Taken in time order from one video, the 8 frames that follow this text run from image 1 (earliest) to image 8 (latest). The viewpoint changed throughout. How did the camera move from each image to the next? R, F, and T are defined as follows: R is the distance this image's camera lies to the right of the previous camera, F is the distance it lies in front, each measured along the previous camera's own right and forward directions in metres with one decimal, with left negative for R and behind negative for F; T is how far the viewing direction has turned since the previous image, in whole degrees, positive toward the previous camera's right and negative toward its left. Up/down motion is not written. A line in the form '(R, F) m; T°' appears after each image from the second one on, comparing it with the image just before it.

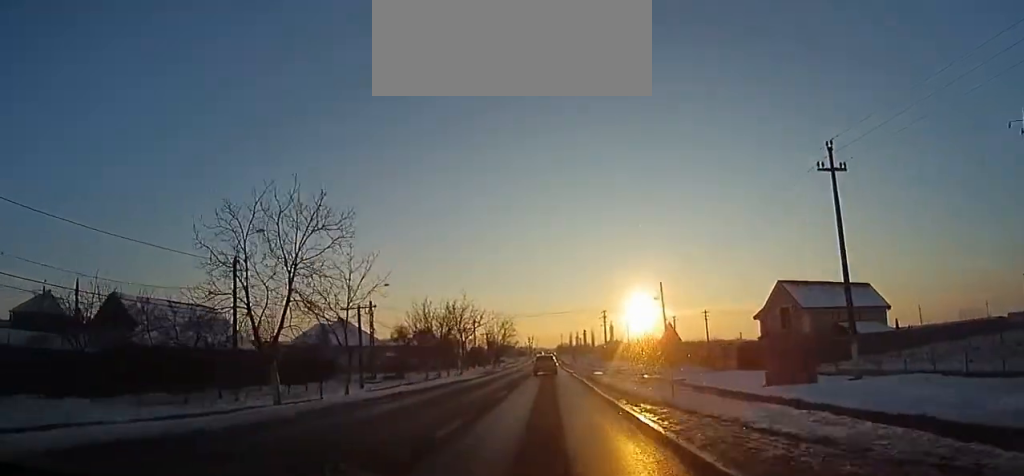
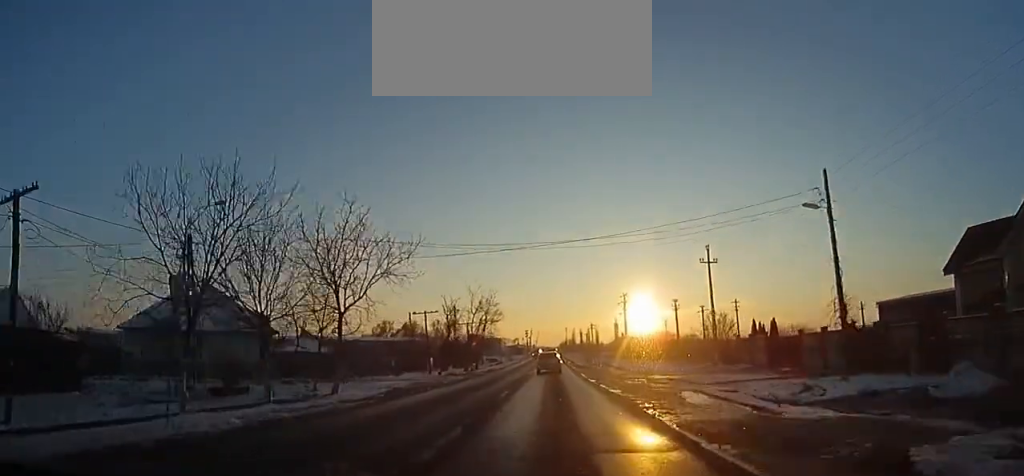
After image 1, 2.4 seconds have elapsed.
(+0.3, +30.0) m; -1°
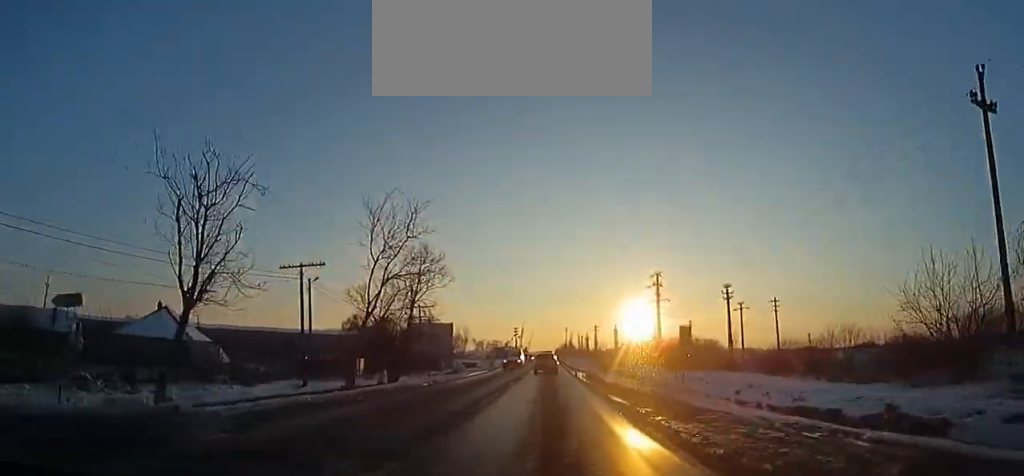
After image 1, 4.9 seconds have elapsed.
(-0.5, +30.6) m; +2°
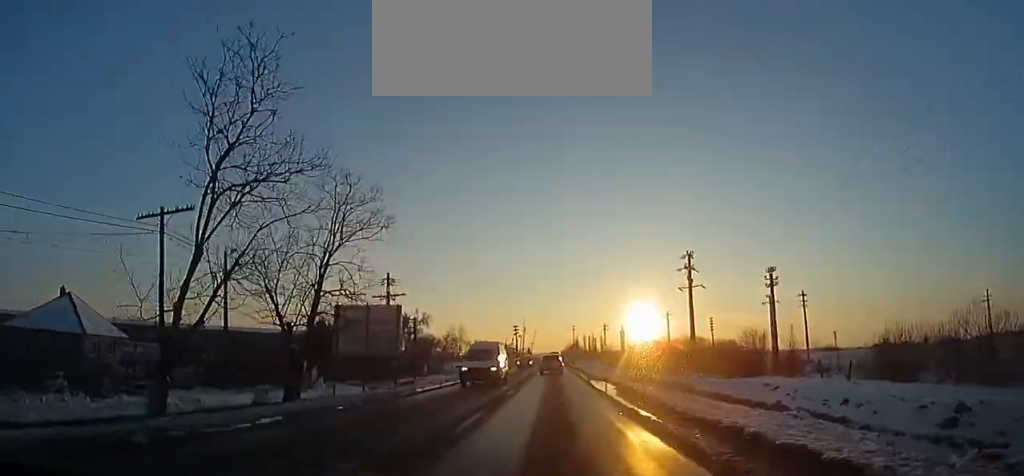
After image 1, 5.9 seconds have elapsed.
(+0.2, +12.6) m; +1°
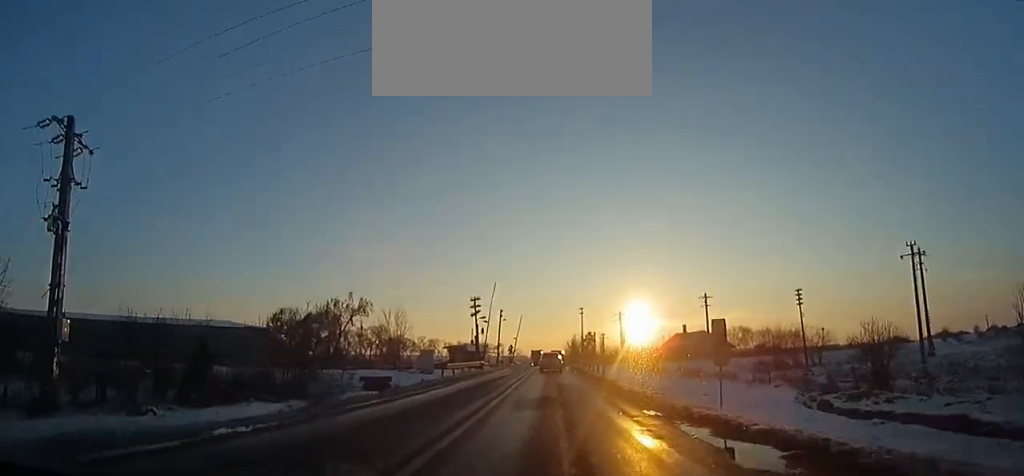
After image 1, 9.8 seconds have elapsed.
(-1.5, +42.9) m; -2°
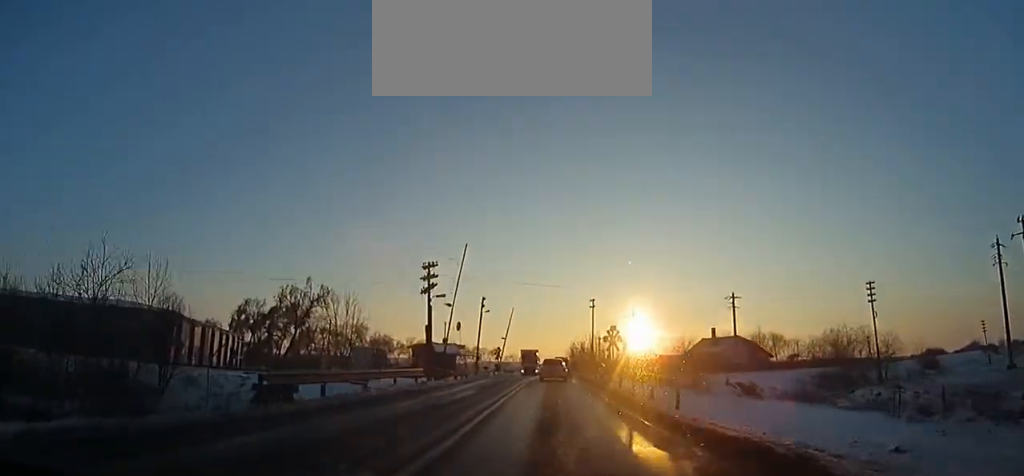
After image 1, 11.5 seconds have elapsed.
(+1.2, +17.1) m; +5°
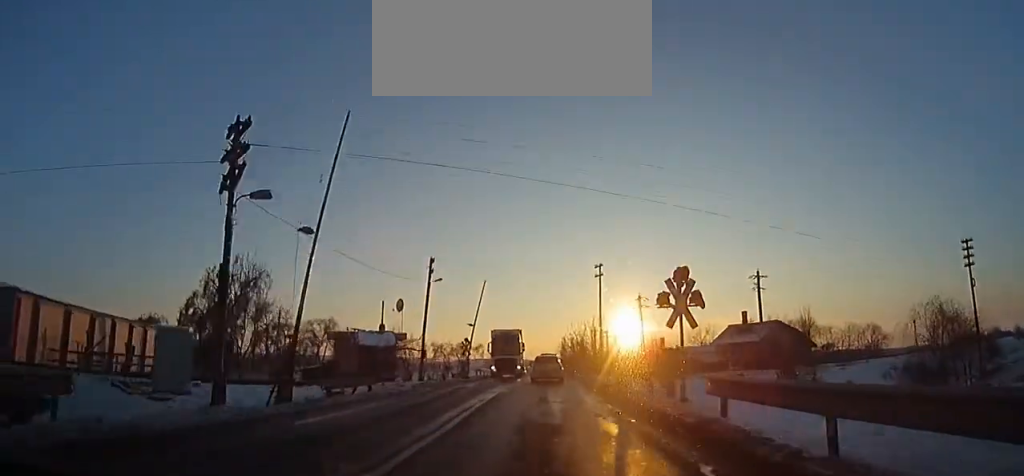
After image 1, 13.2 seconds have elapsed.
(+0.3, +15.6) m; -1°
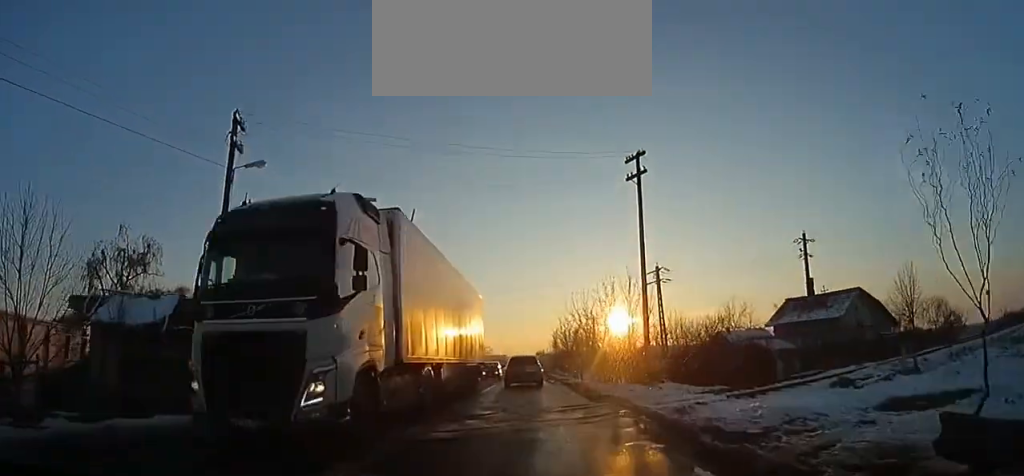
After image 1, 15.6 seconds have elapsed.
(-0.7, +18.3) m; -2°
